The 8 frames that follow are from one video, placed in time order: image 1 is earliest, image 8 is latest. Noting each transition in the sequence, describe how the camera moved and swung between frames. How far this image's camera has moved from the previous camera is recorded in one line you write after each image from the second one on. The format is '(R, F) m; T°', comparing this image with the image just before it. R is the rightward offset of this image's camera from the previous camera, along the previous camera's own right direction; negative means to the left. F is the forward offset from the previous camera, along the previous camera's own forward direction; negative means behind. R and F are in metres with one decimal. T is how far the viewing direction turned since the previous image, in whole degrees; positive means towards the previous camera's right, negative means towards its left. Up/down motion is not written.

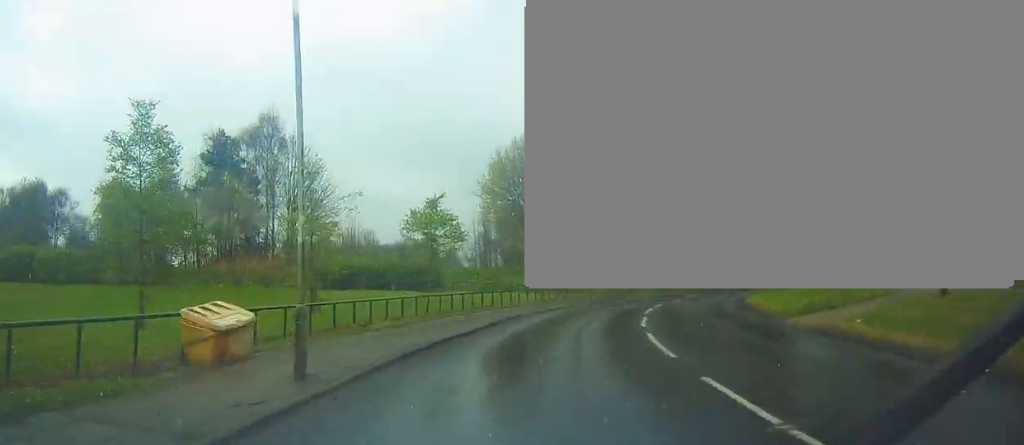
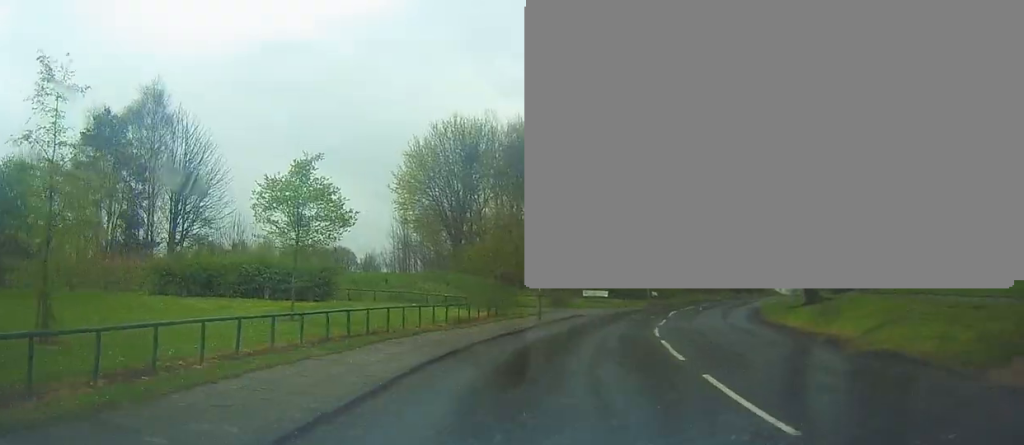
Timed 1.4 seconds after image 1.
(-0.1, +11.2) m; +3°
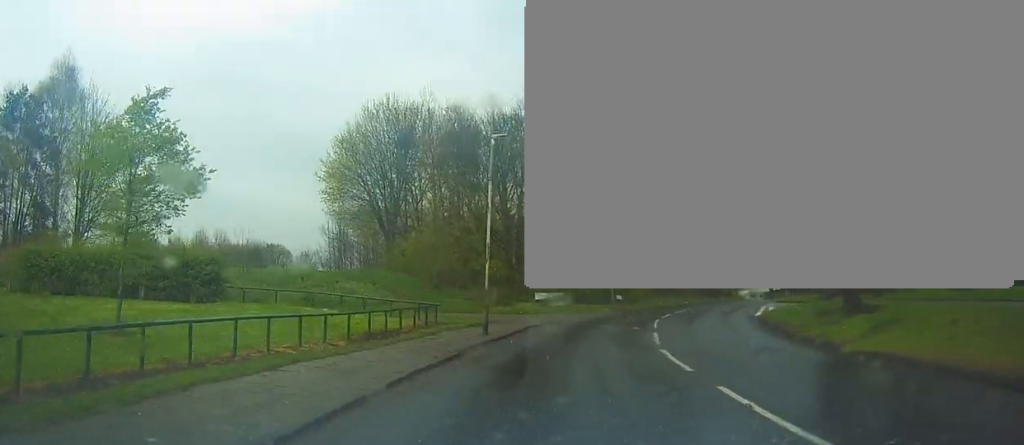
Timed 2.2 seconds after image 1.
(+0.4, +7.0) m; +8°
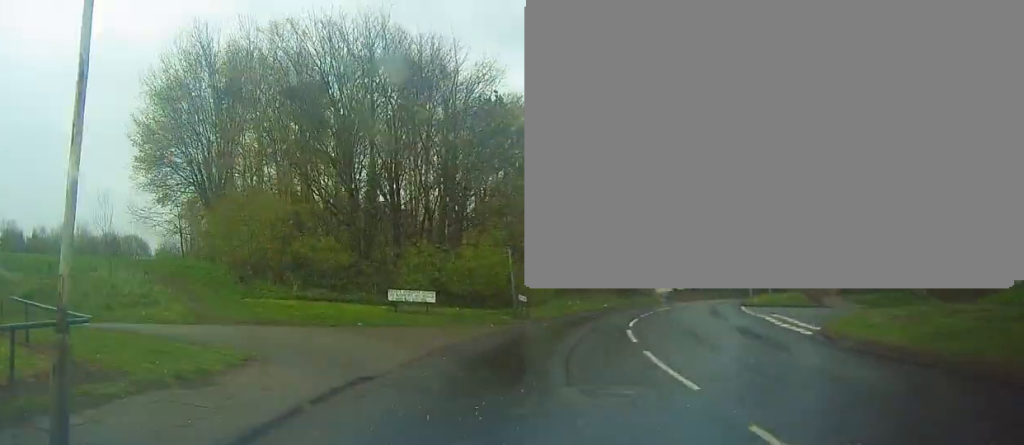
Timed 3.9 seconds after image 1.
(+2.0, +14.5) m; +12°
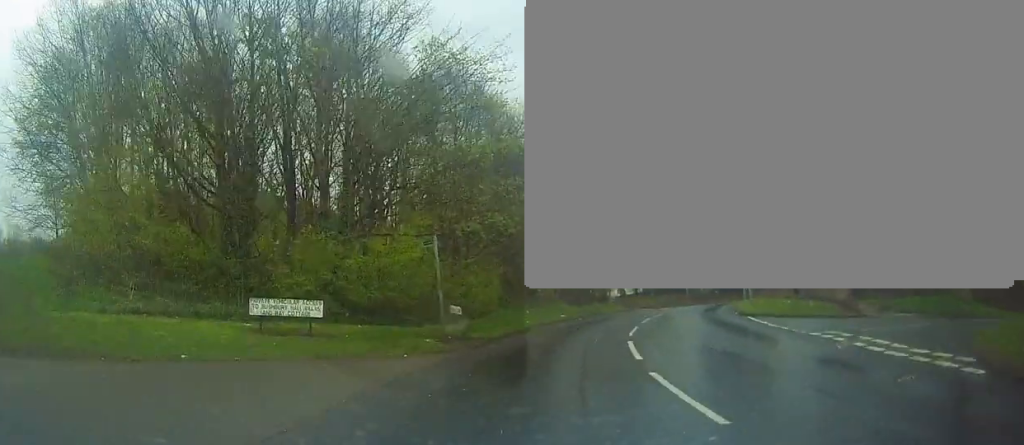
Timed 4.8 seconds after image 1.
(+0.2, +8.4) m; +5°
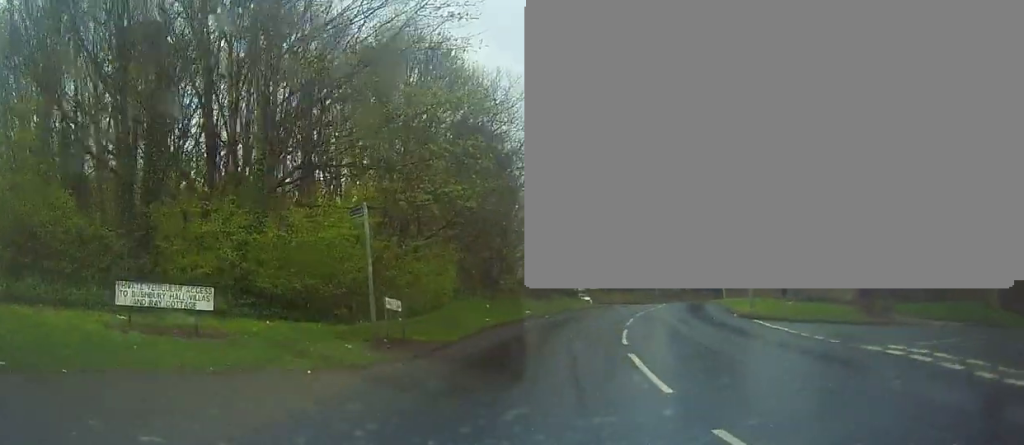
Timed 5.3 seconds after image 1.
(0.0, +4.5) m; +4°
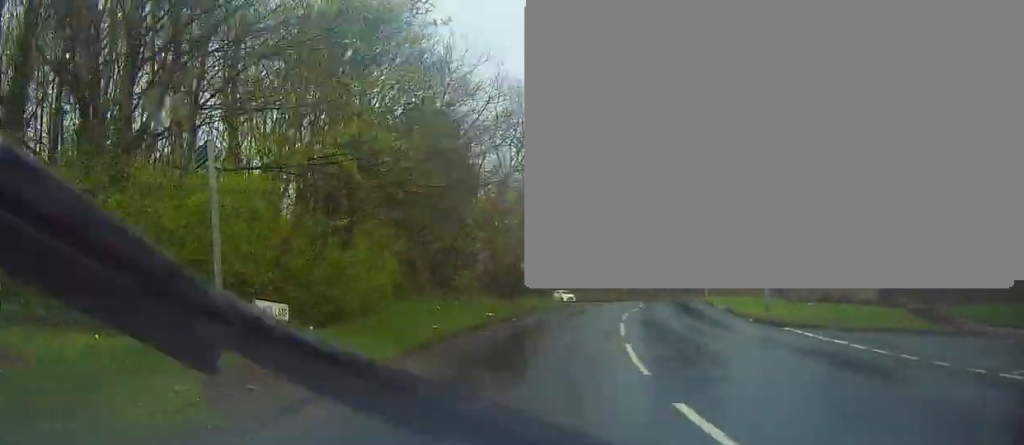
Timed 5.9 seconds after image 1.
(+0.3, +5.2) m; +4°
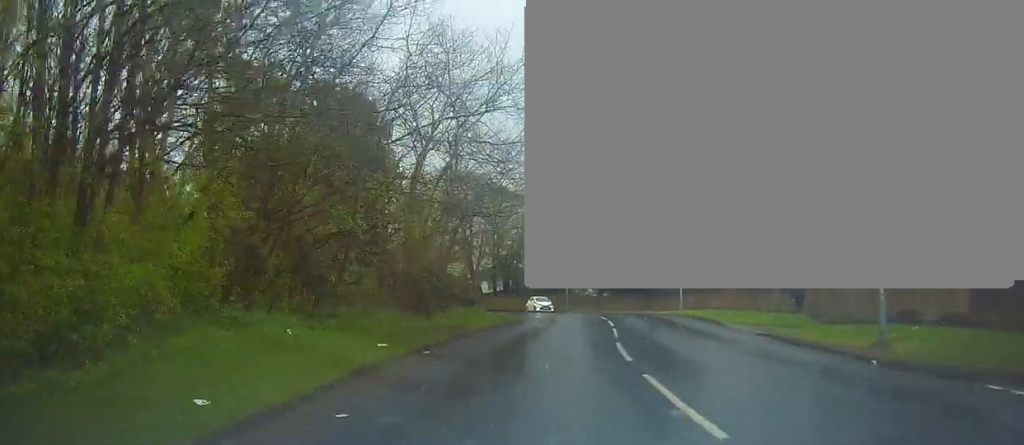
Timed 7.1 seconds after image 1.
(+0.6, +9.9) m; +6°
